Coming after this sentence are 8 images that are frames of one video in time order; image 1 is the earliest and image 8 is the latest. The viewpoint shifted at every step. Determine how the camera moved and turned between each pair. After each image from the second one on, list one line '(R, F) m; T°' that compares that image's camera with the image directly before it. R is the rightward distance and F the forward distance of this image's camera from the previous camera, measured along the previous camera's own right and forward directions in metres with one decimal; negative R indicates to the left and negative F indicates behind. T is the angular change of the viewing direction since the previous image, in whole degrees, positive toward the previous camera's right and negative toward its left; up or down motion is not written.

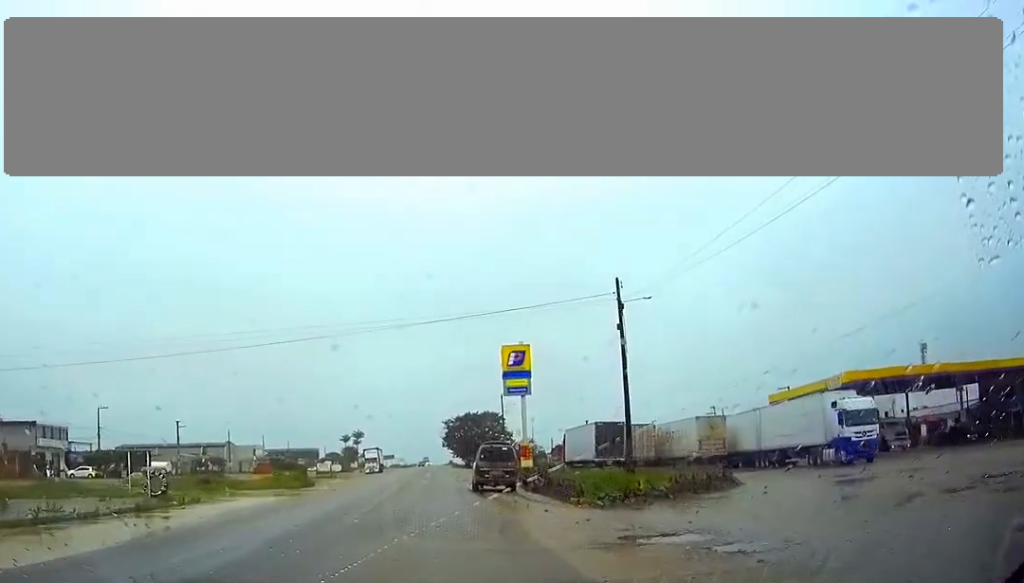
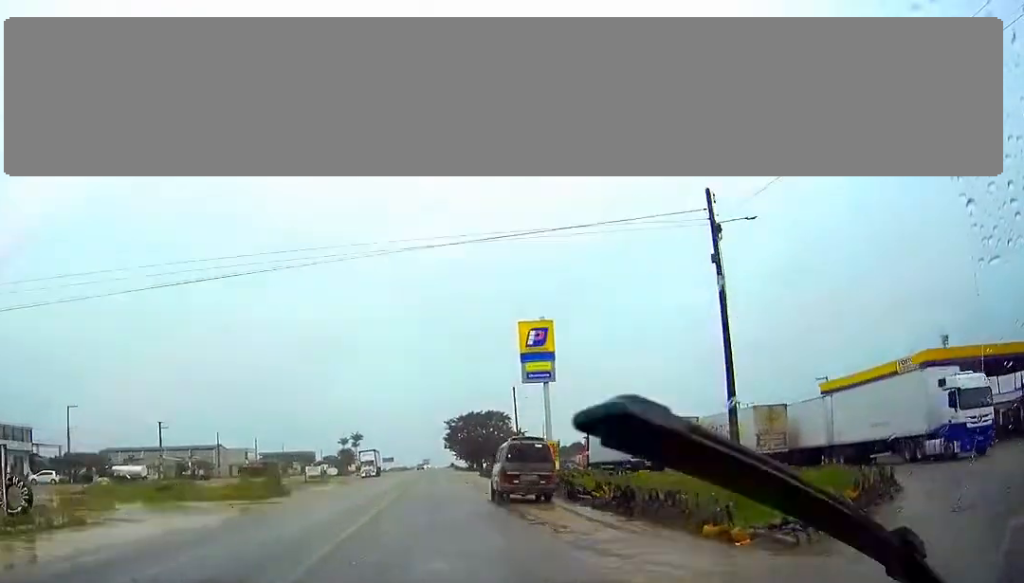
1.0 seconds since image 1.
(0.0, +12.0) m; 0°
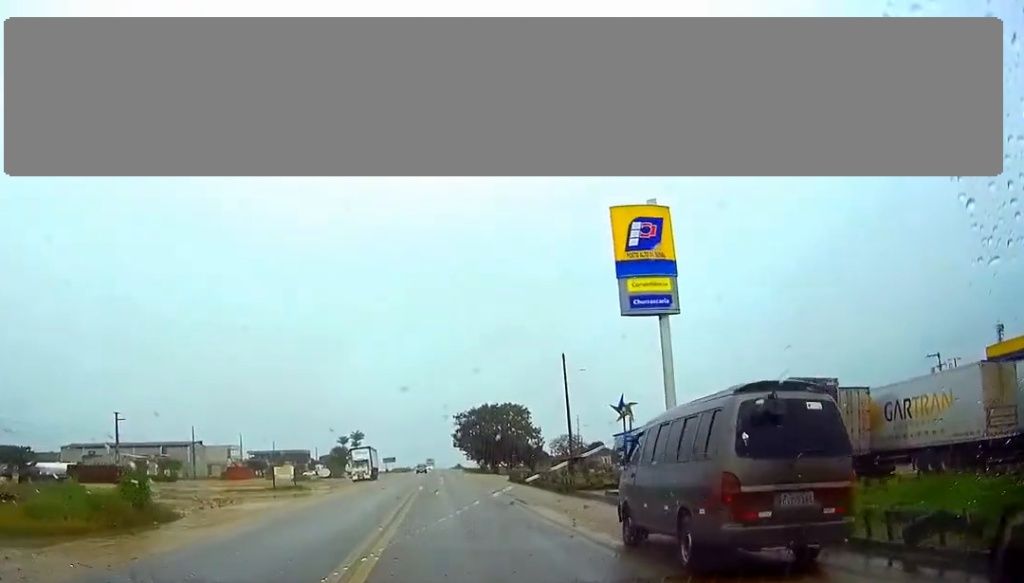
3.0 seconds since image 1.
(-0.1, +24.0) m; 0°
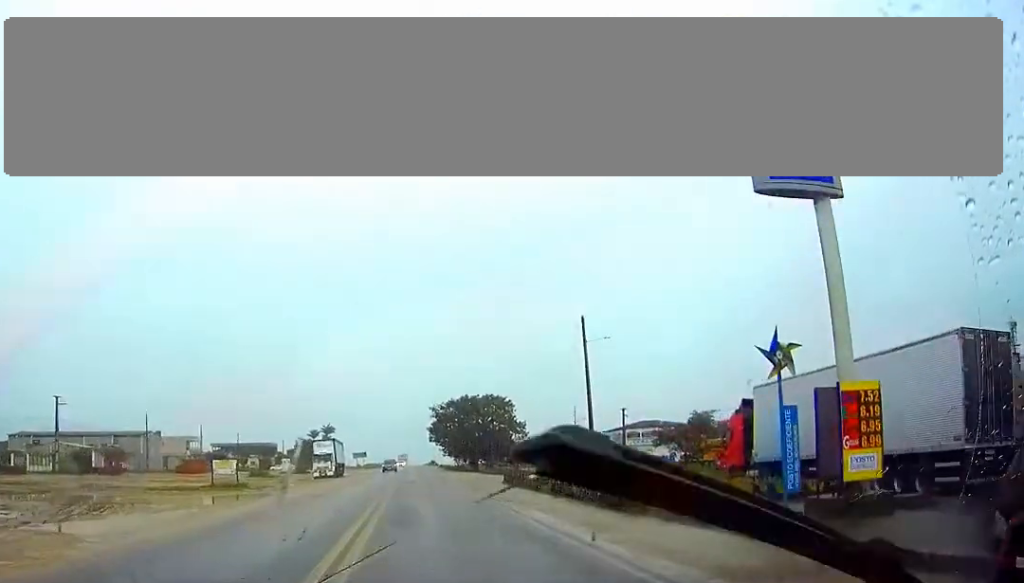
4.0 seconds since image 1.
(+0.1, +13.9) m; +2°
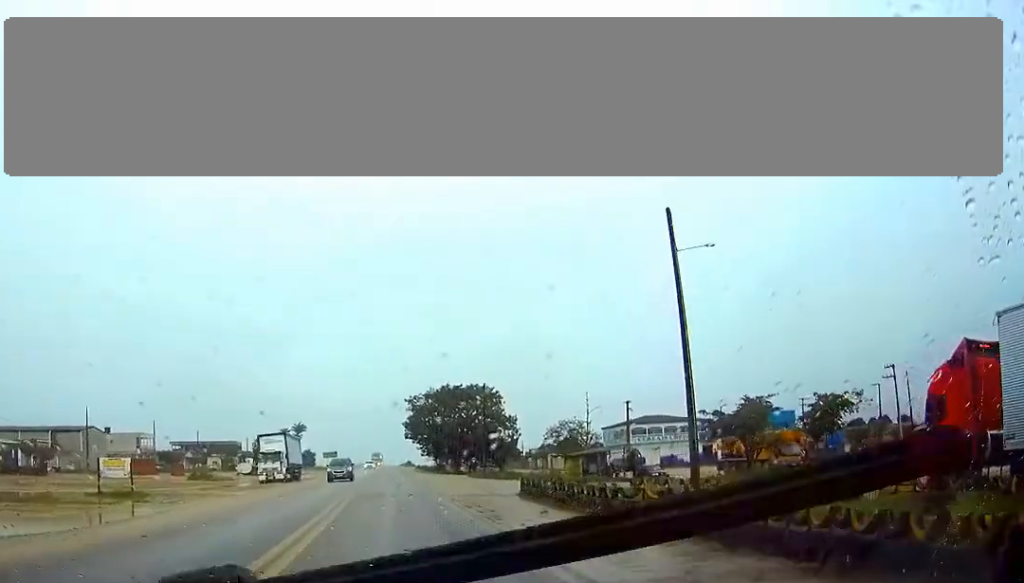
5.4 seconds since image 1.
(+0.5, +17.8) m; +2°
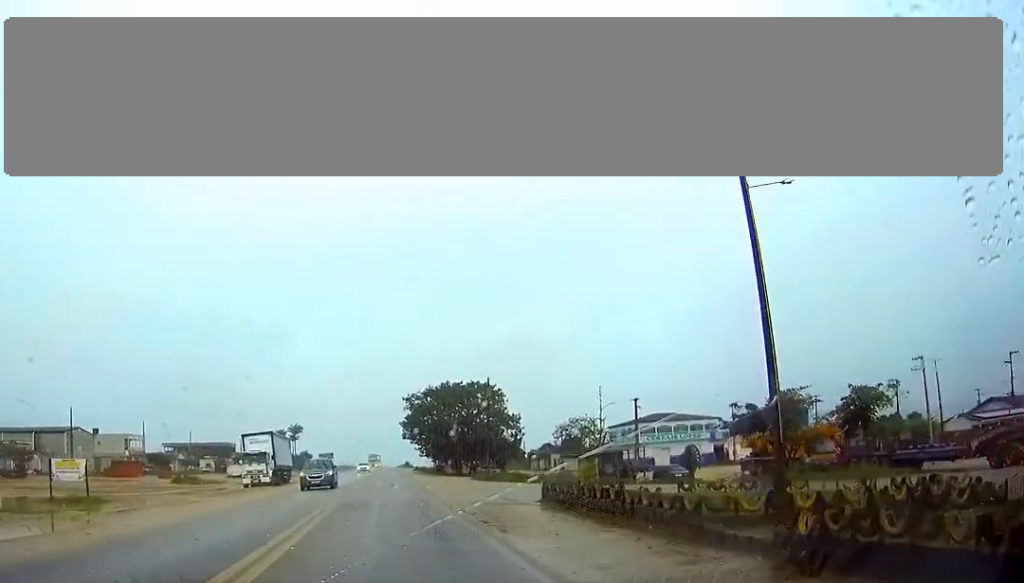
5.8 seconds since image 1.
(-0.1, +5.9) m; 0°
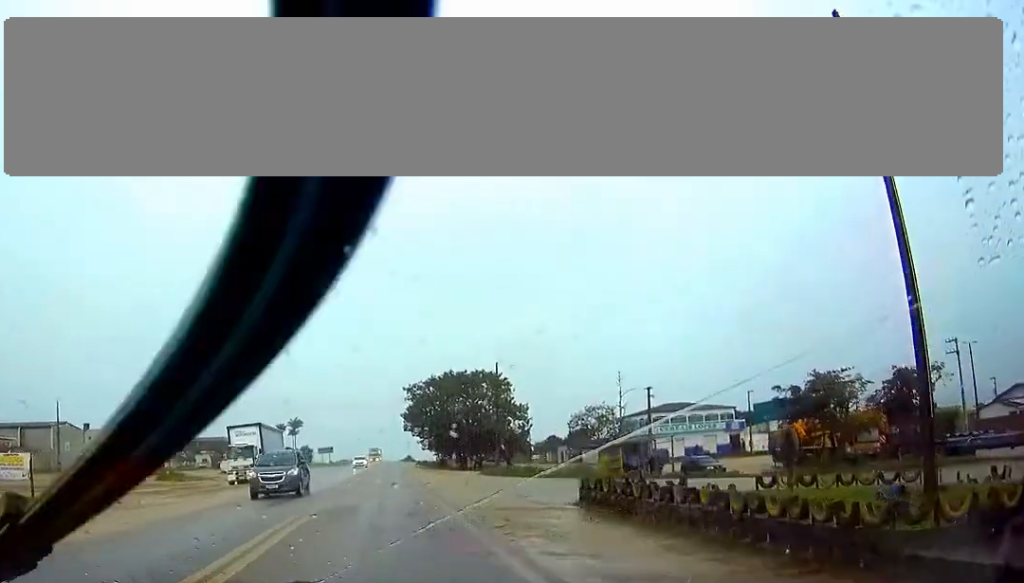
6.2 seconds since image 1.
(0.0, +5.8) m; 0°
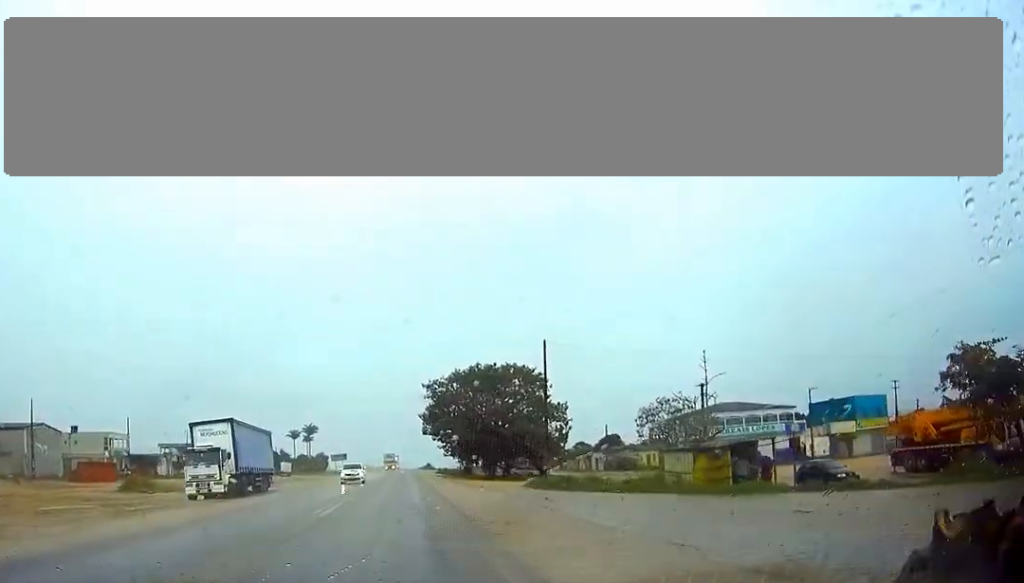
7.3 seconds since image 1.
(-0.1, +14.8) m; 0°
